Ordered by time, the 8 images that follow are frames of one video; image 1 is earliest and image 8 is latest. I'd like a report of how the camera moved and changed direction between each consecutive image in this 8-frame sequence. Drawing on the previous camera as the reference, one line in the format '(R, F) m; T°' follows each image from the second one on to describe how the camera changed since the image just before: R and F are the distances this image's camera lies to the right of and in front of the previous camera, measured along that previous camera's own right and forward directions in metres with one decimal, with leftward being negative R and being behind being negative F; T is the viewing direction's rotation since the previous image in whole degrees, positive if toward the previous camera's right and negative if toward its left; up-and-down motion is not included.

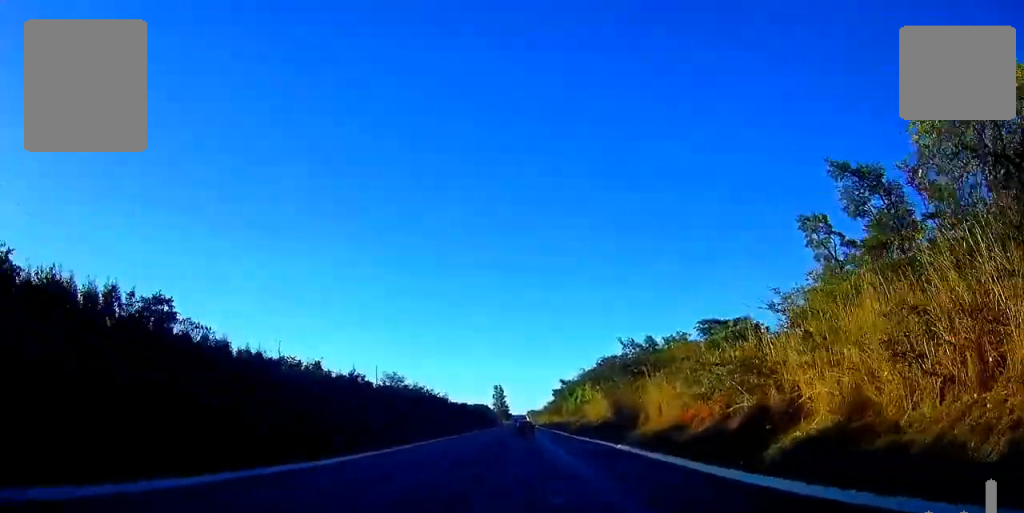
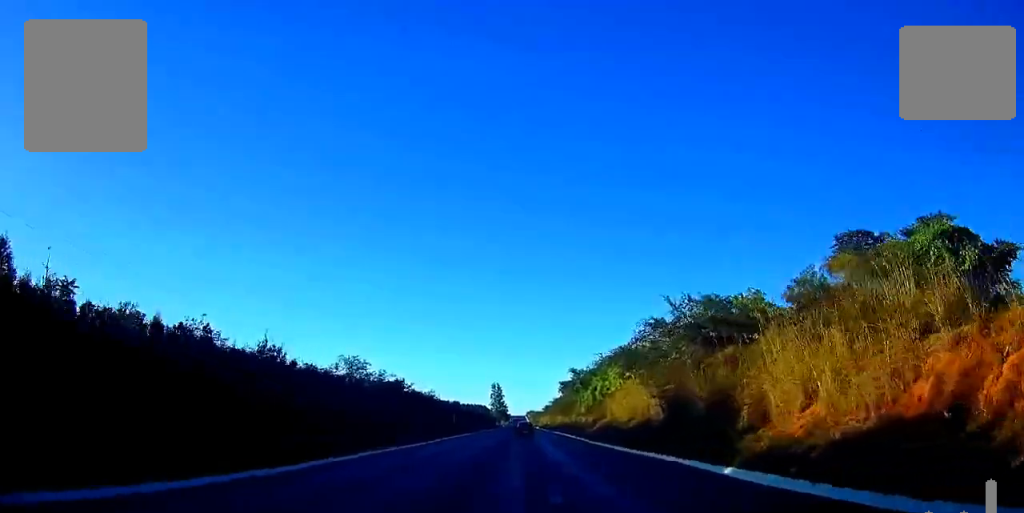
(0.0, +18.2) m; 0°
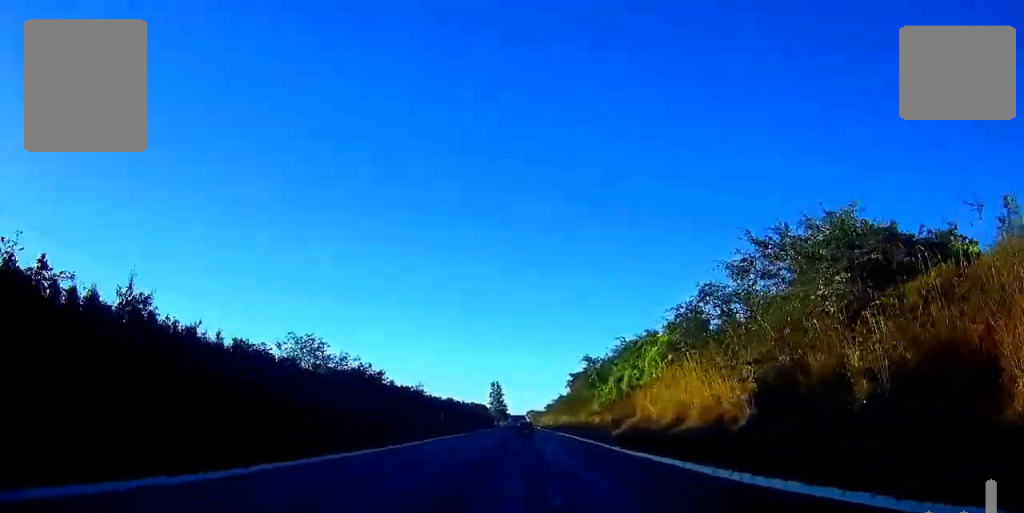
(0.0, +13.1) m; 0°
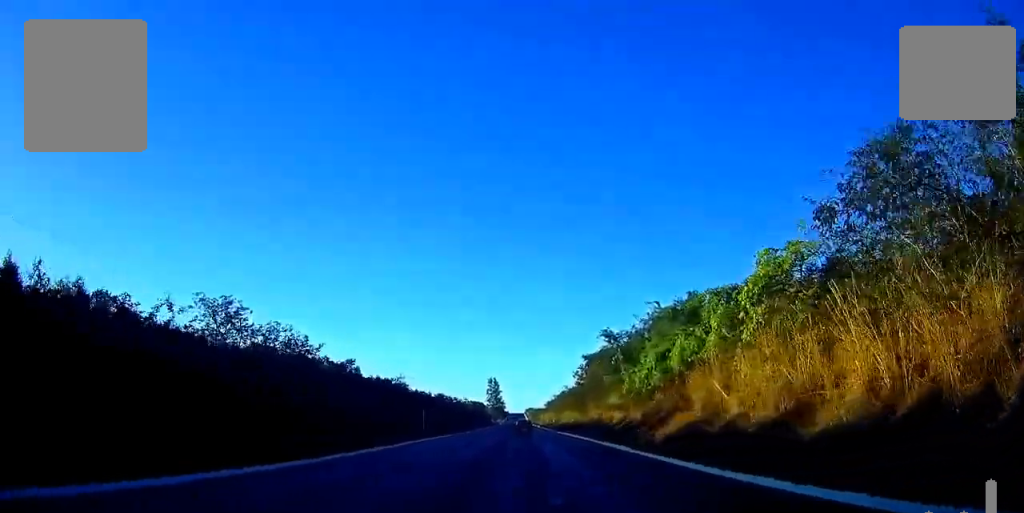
(0.0, +13.2) m; 0°
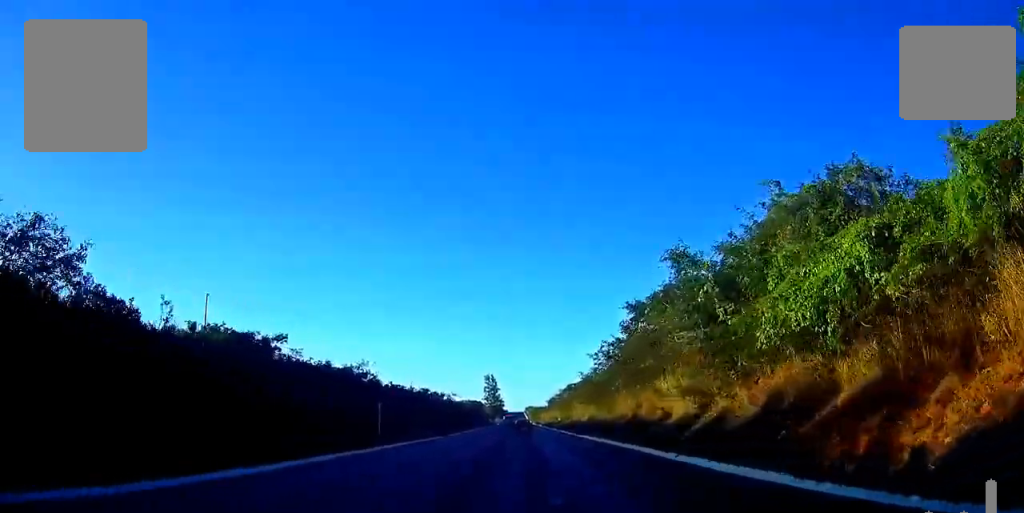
(0.0, +18.6) m; 0°
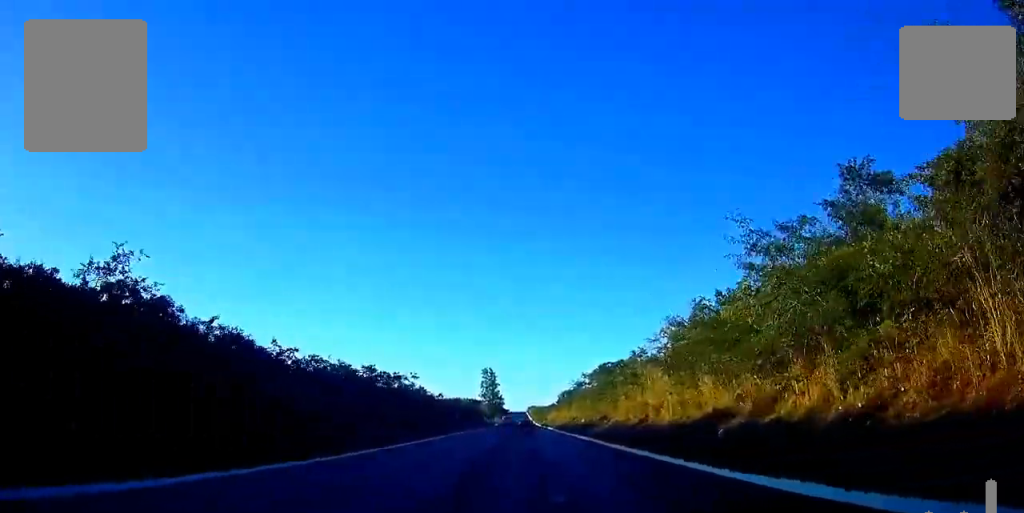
(-0.1, +39.1) m; 0°
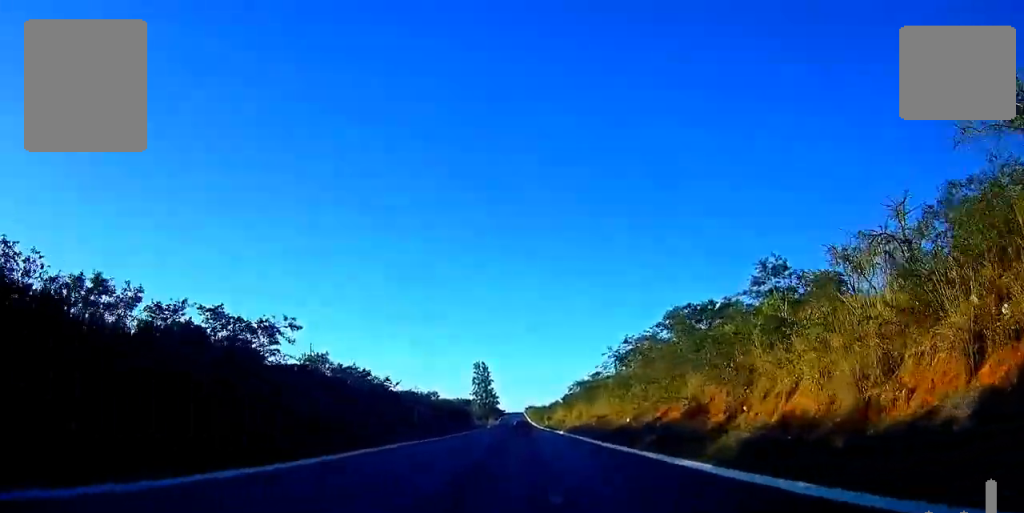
(+0.2, +32.3) m; 0°
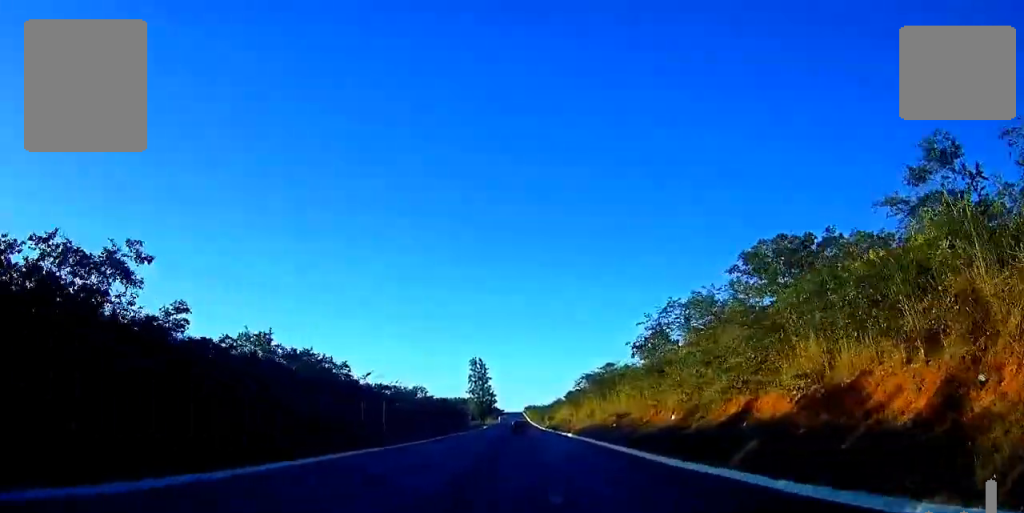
(-0.1, +12.7) m; 0°
